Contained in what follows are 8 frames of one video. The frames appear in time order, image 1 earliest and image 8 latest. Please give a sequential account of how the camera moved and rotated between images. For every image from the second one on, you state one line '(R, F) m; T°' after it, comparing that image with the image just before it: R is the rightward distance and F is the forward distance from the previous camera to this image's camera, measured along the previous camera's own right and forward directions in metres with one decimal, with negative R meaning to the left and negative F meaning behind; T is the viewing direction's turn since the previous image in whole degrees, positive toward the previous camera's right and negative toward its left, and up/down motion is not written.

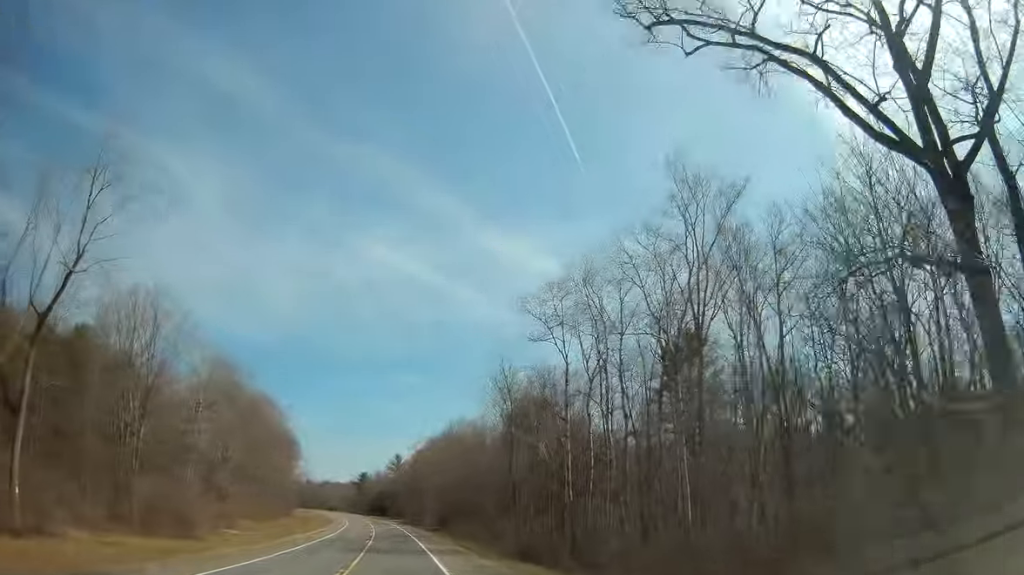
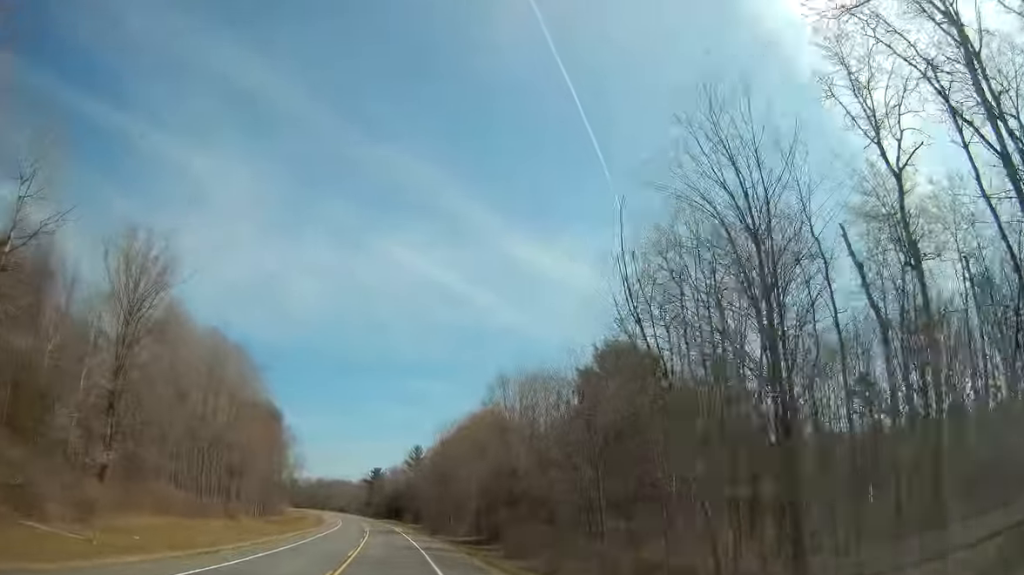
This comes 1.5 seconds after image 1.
(-0.3, +38.1) m; -2°
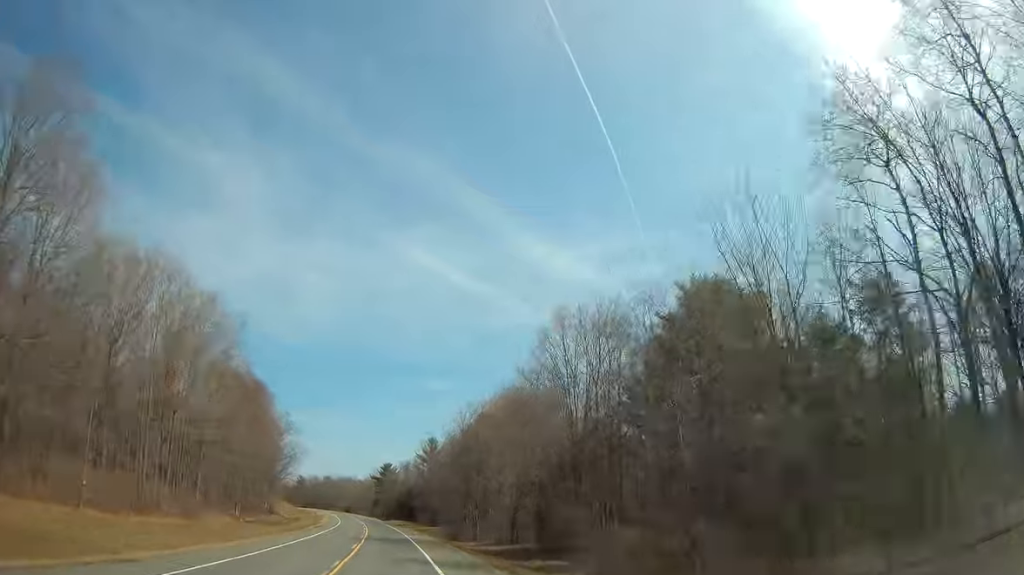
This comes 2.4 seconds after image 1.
(-0.2, +20.8) m; -1°
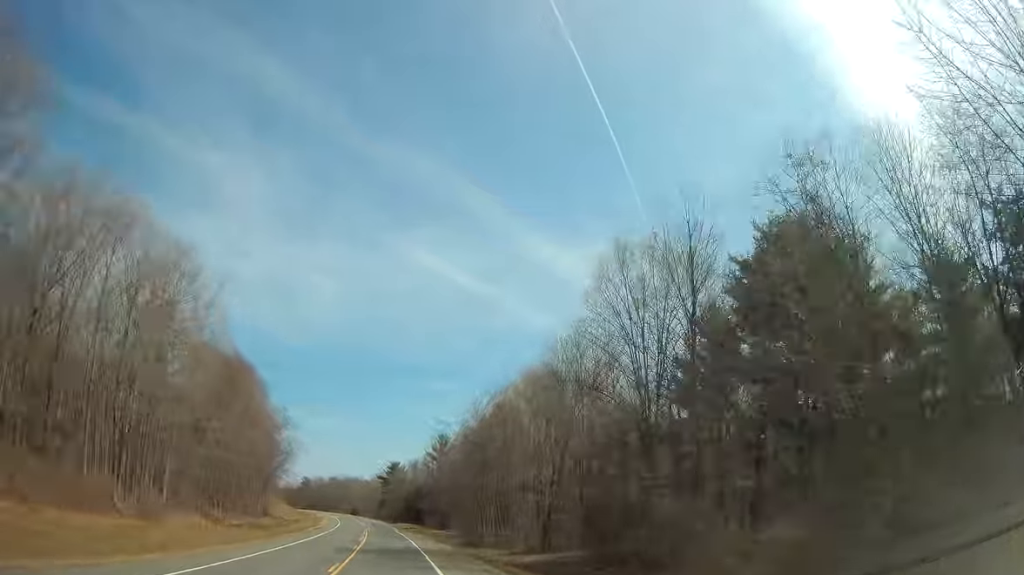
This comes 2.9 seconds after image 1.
(0.0, +12.5) m; -1°
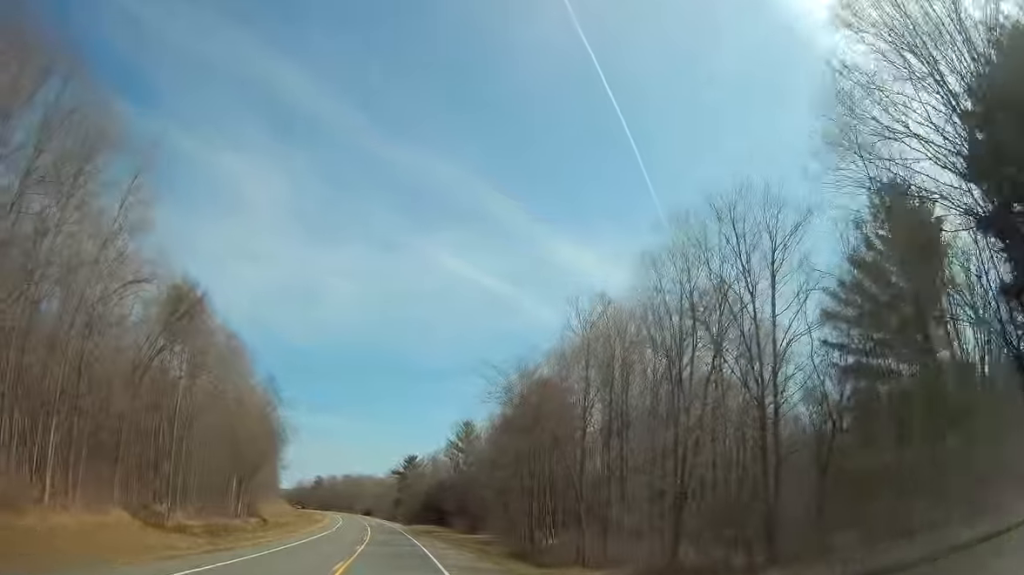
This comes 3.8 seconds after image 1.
(-0.2, +24.0) m; -1°
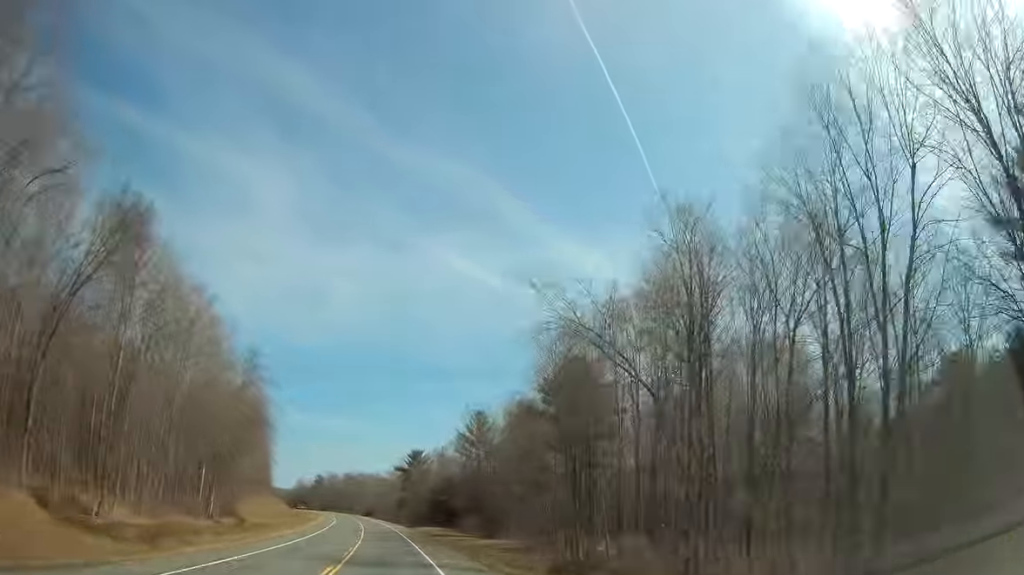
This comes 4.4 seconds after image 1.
(-0.3, +14.8) m; -1°
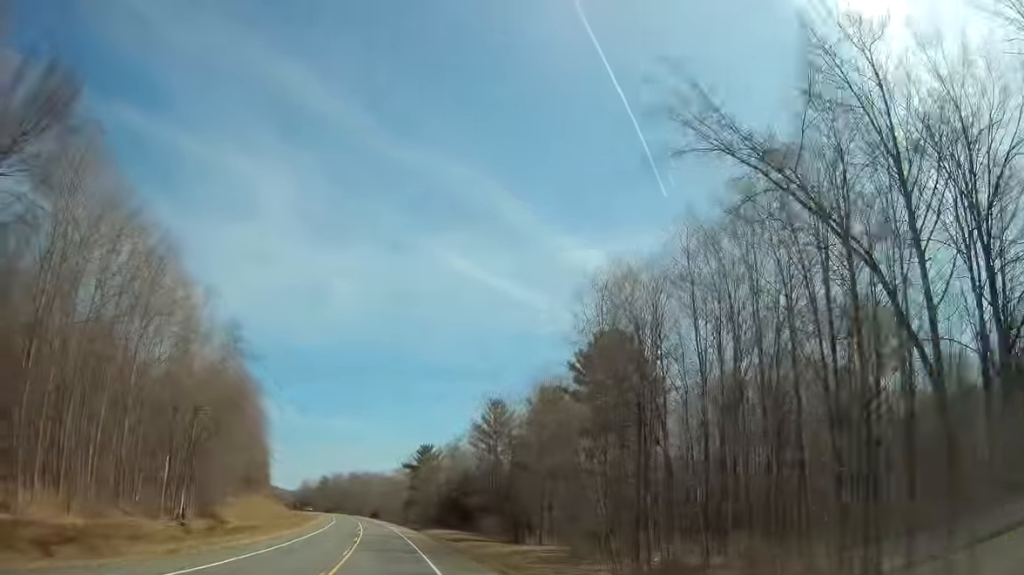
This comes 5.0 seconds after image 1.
(0.0, +13.2) m; +1°
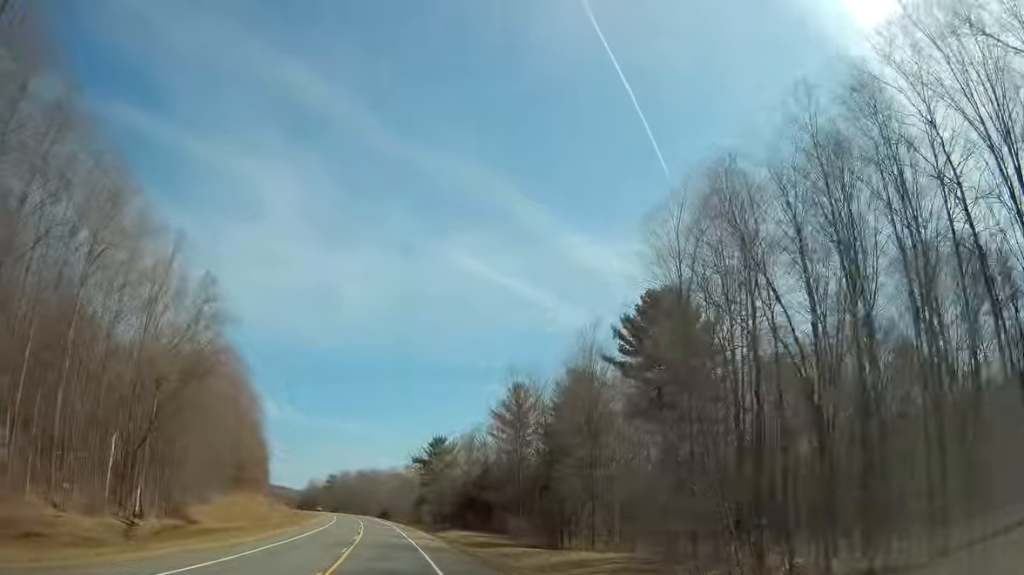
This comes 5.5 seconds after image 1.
(-0.2, +13.2) m; +1°
